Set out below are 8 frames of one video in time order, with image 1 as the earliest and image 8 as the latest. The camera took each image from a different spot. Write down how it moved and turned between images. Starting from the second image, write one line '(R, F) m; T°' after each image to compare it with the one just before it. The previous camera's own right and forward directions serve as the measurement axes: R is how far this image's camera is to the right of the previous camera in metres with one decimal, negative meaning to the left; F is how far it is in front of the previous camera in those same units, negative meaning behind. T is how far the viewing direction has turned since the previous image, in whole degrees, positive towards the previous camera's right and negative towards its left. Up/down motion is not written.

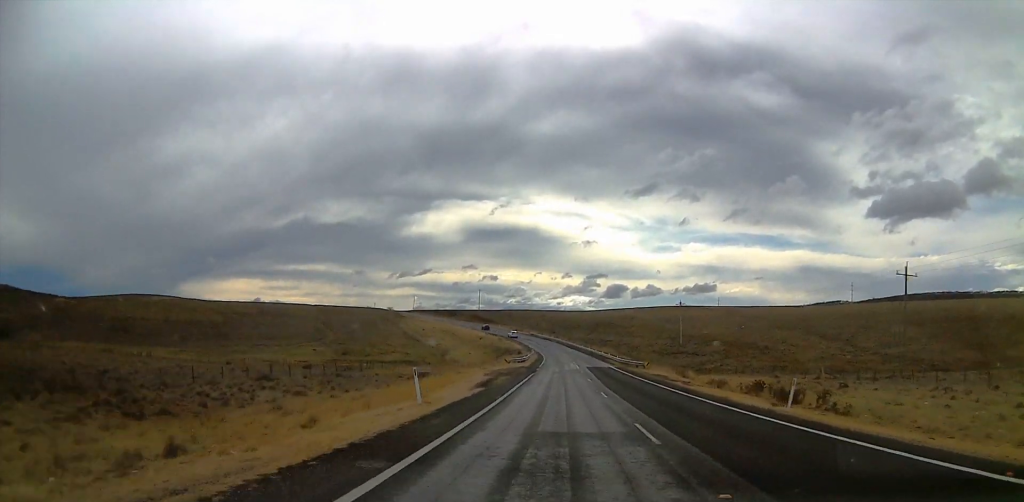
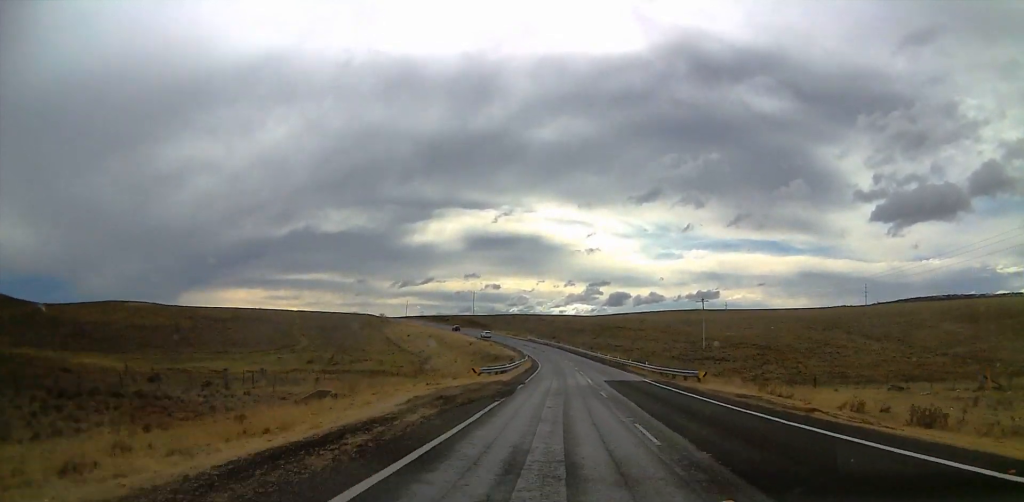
(-0.2, +23.9) m; 0°
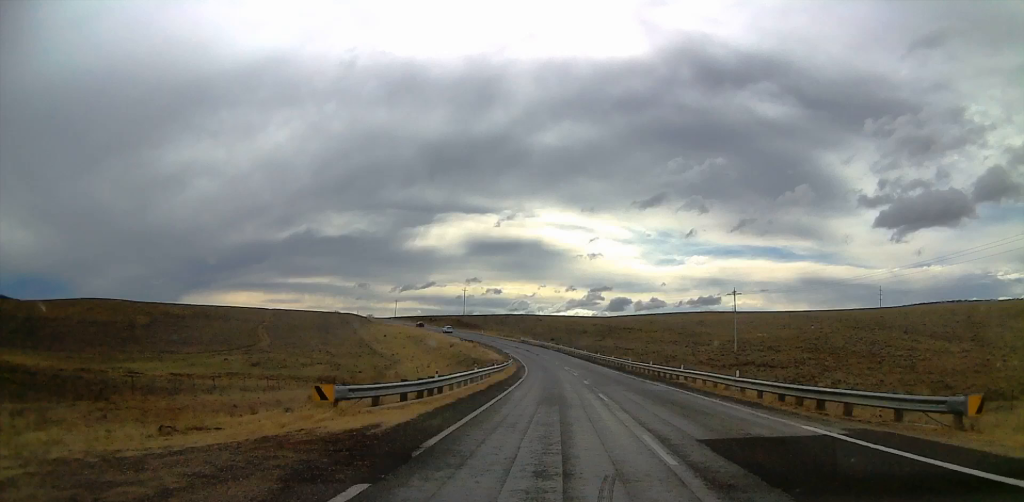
(0.0, +25.9) m; 0°
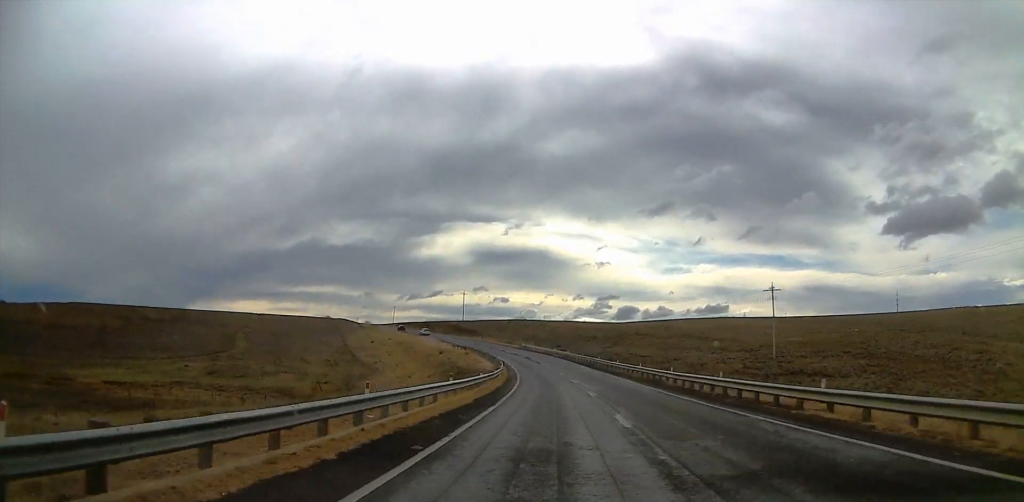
(0.0, +15.6) m; 0°
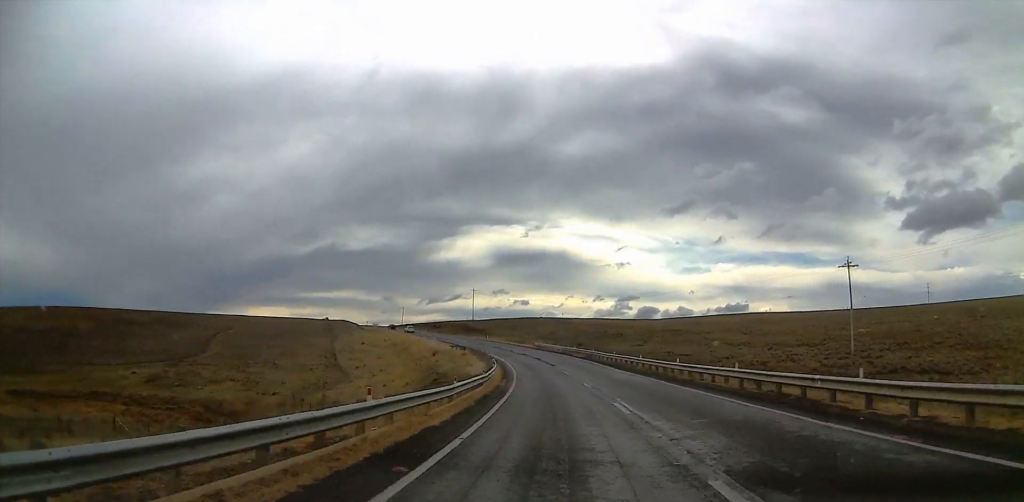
(0.0, +18.1) m; 0°
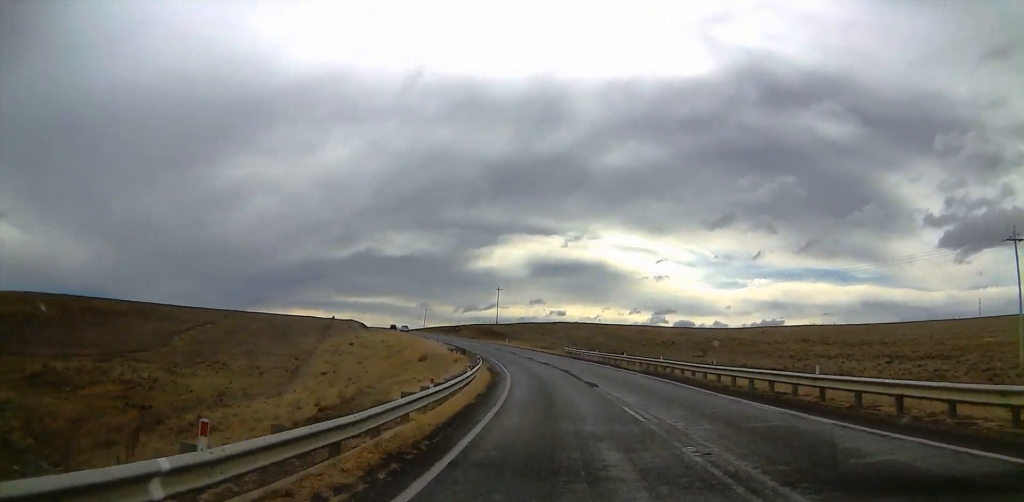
(0.0, +22.9) m; -1°
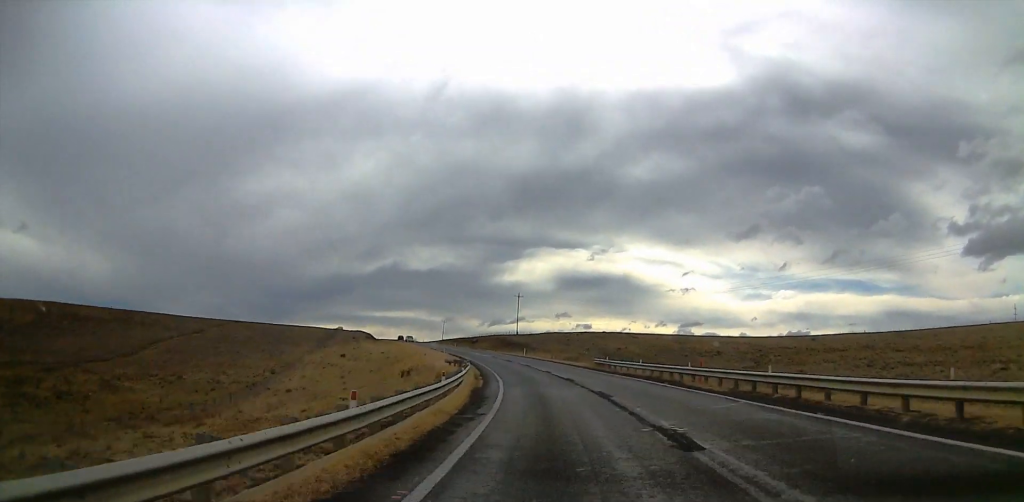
(0.0, +14.2) m; -2°
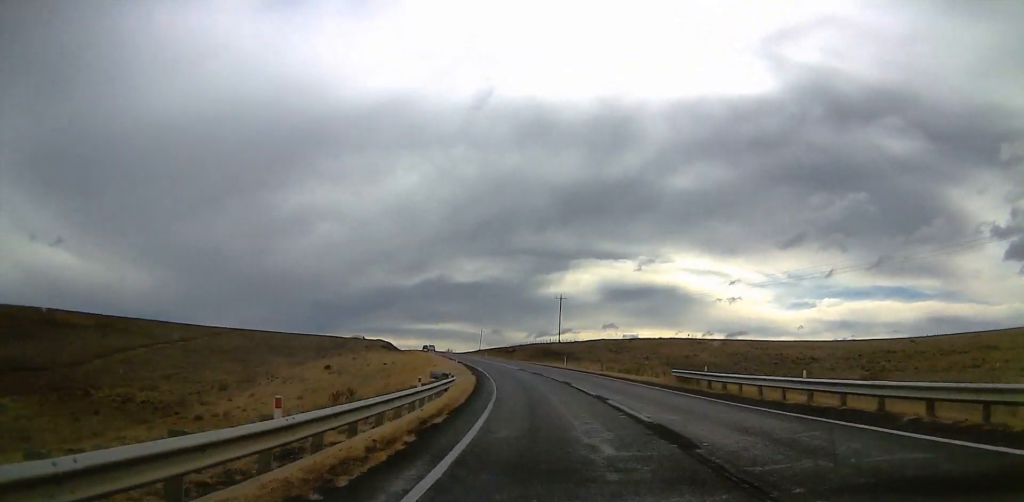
(-0.6, +20.5) m; -4°
